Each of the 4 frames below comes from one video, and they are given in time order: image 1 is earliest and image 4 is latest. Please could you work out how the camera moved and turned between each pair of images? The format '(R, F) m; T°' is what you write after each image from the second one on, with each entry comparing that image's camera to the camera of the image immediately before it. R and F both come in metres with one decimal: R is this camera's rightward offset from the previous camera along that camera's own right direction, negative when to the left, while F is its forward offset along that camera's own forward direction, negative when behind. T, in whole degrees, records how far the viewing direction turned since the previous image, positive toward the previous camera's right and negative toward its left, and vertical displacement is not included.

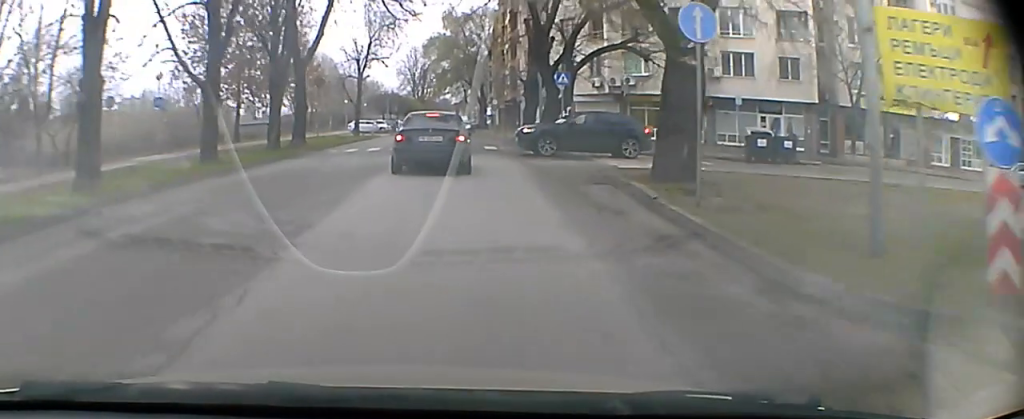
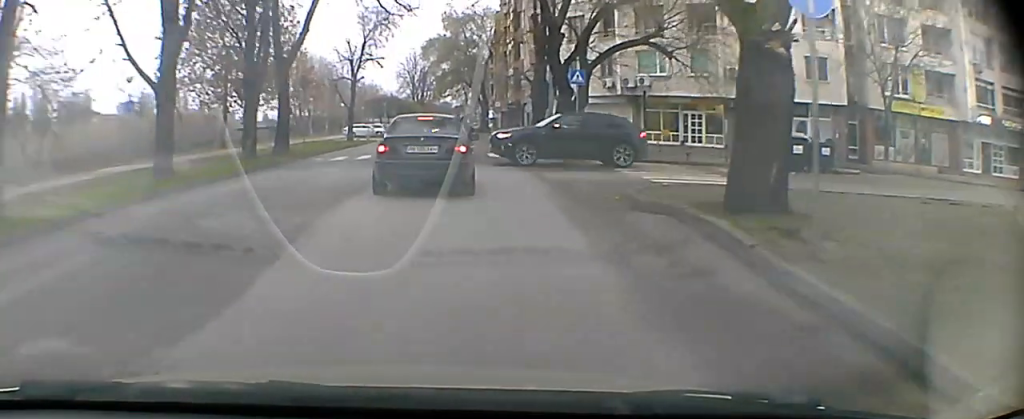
(0.0, +3.5) m; 0°
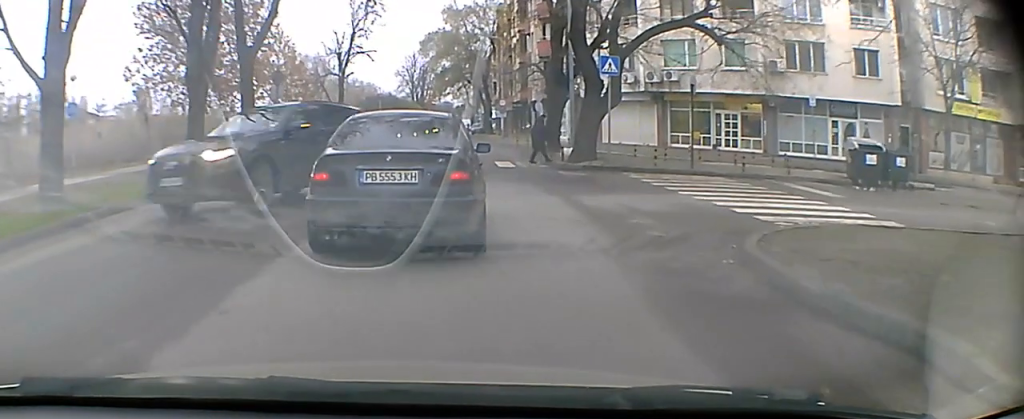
(-0.2, +5.8) m; -2°
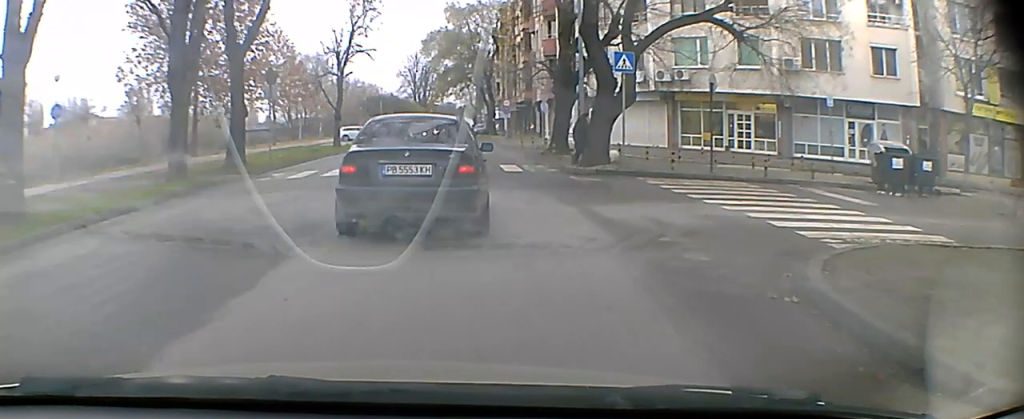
(0.0, +1.0) m; 0°
